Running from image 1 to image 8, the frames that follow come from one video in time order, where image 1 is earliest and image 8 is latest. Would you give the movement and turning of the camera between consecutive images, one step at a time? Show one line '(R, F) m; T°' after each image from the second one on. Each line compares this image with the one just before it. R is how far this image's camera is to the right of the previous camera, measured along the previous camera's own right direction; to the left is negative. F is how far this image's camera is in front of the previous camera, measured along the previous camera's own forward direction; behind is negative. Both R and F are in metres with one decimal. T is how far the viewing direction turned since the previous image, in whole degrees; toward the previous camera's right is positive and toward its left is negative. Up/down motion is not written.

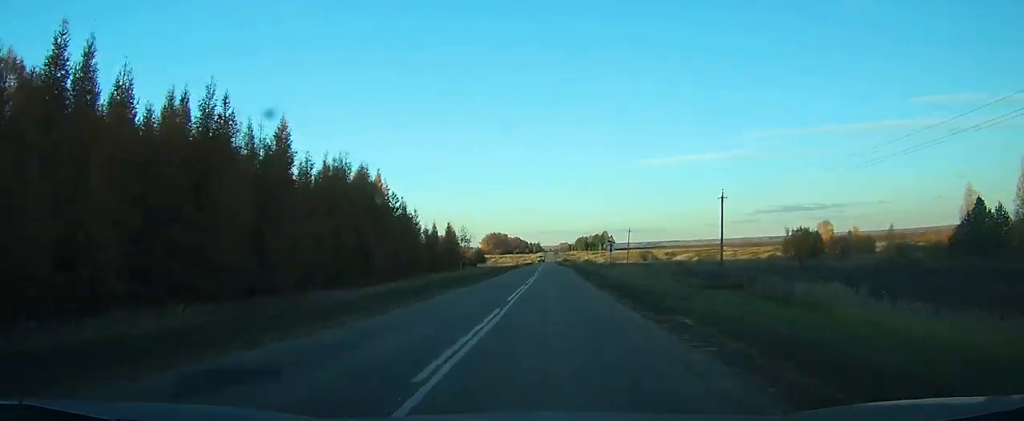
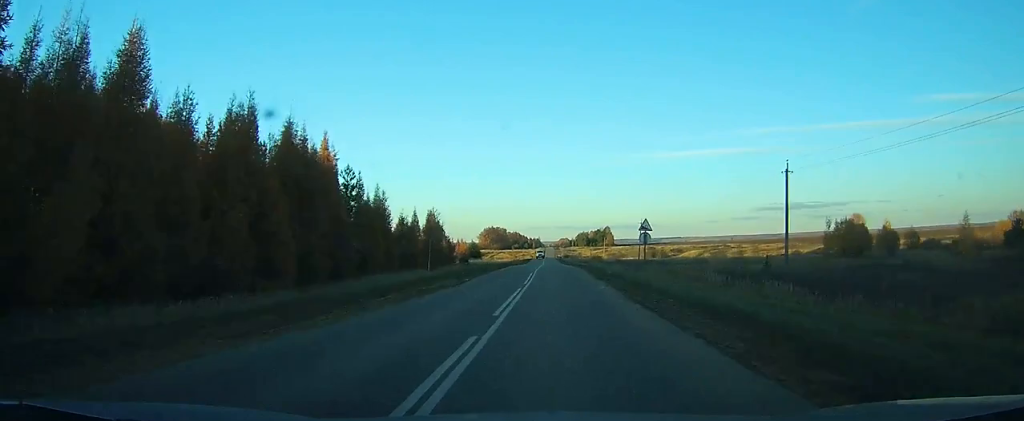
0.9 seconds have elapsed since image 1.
(0.0, +19.0) m; 0°
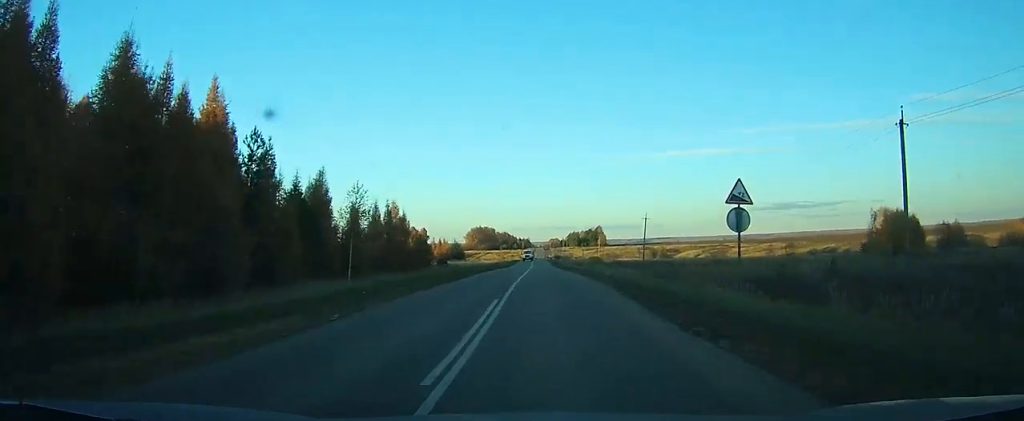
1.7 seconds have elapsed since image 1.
(+0.1, +18.5) m; 0°
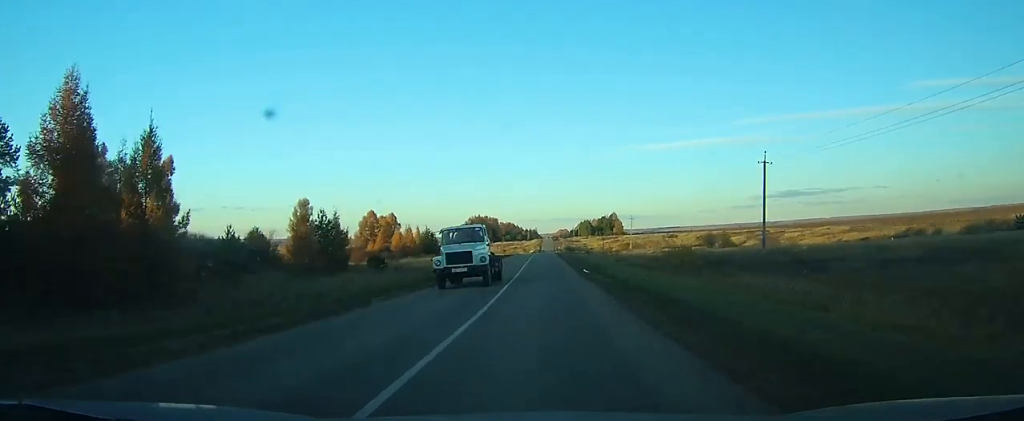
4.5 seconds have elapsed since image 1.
(0.0, +58.3) m; 0°
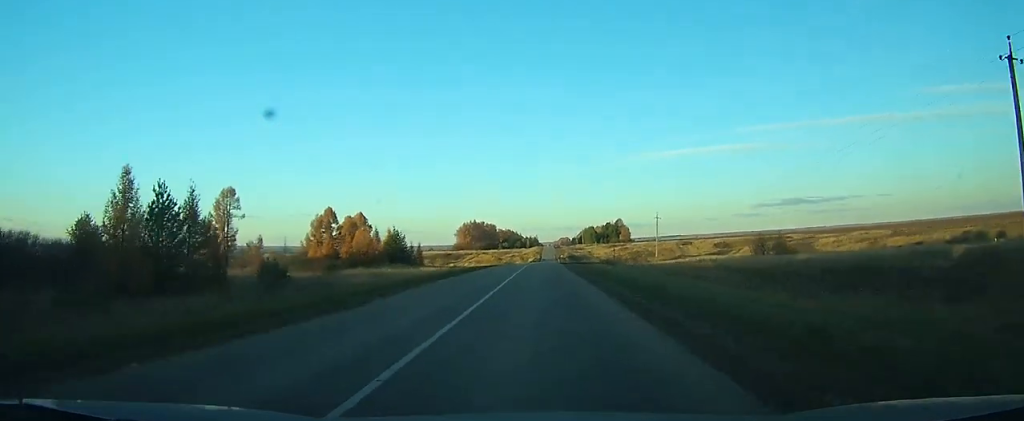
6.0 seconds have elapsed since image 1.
(-0.2, +30.2) m; 0°
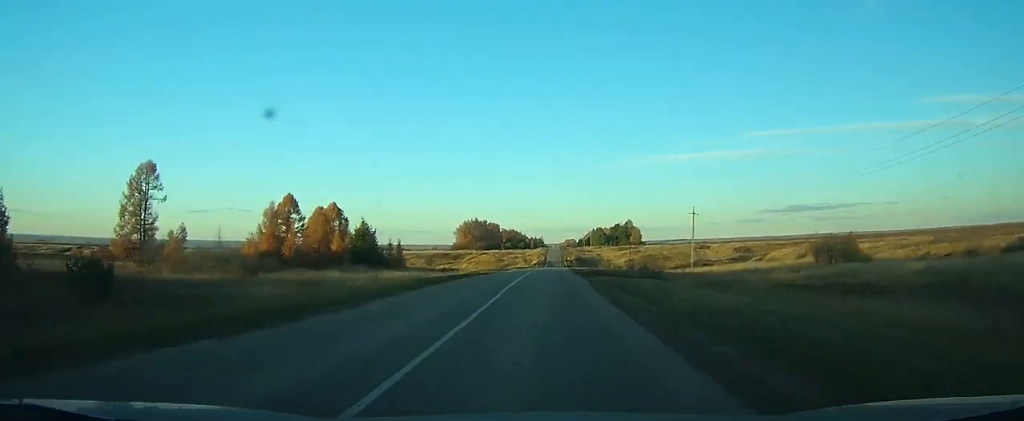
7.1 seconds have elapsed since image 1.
(0.0, +22.6) m; 0°
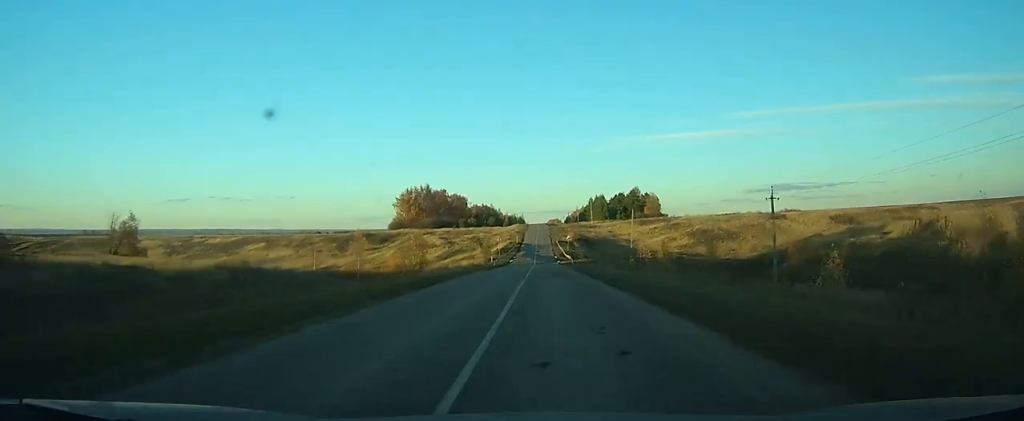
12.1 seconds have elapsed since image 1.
(+1.0, +109.3) m; +1°
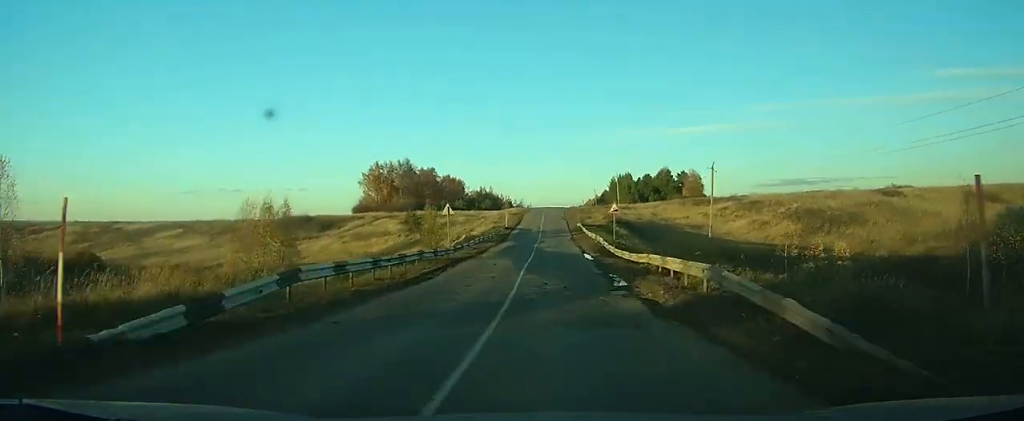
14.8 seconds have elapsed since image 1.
(-0.1, +54.5) m; 0°
